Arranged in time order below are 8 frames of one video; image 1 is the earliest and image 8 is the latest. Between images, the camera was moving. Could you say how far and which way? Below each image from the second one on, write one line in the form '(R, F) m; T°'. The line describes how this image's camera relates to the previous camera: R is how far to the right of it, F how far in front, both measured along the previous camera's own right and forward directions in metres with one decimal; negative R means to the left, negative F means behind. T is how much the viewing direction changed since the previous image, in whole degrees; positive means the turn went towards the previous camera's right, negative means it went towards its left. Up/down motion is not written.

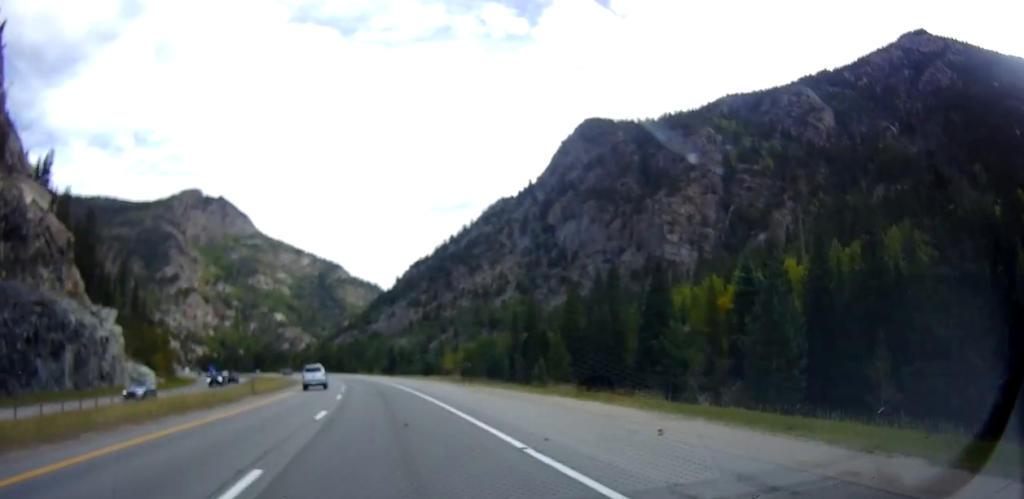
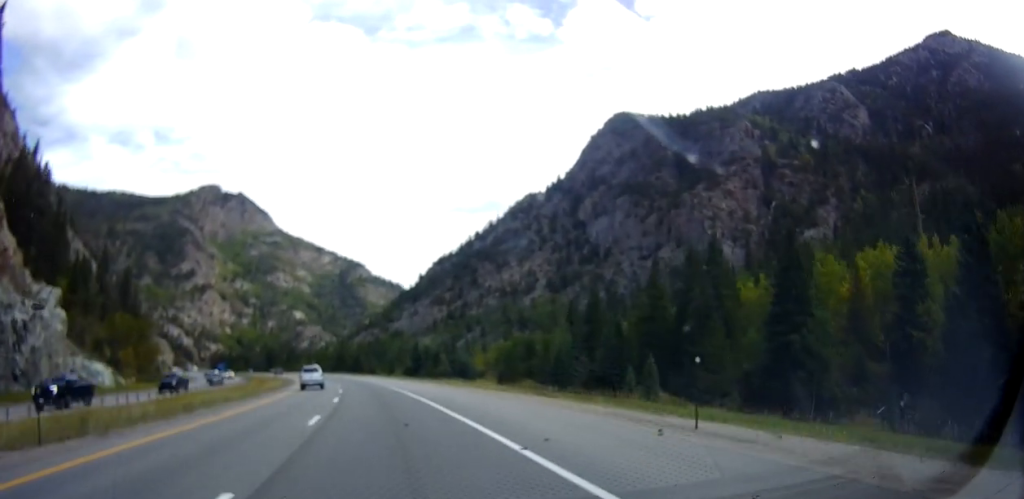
(-0.1, +23.8) m; -2°
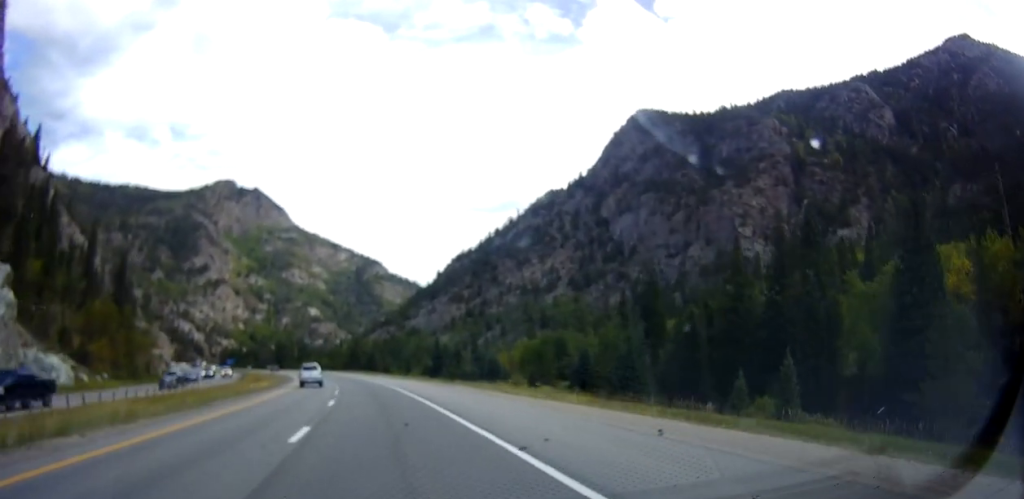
(-0.2, +14.7) m; -2°
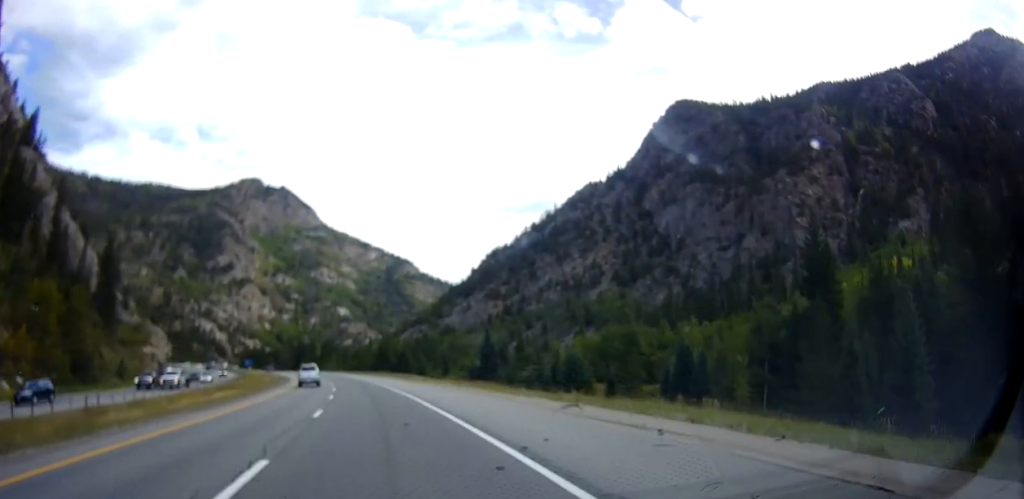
(-0.6, +27.0) m; -2°
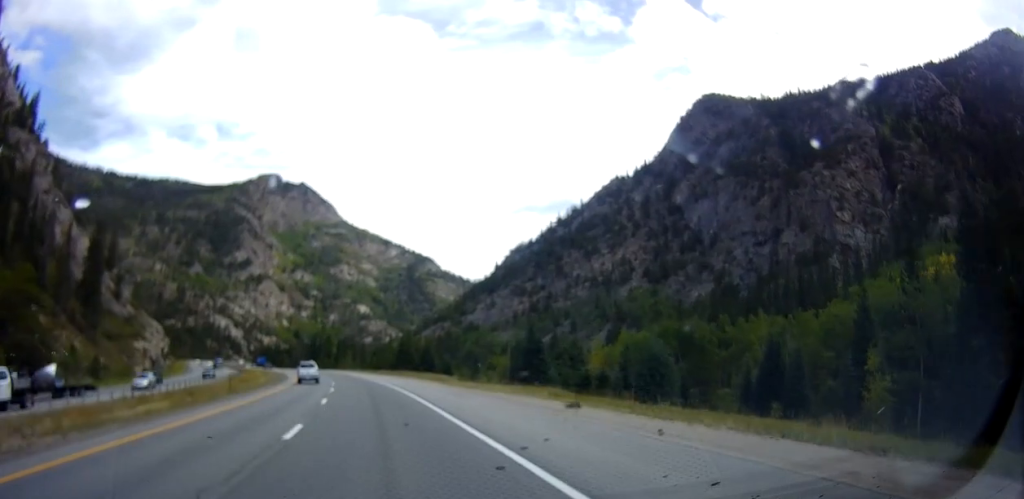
(+0.3, +16.4) m; -3°
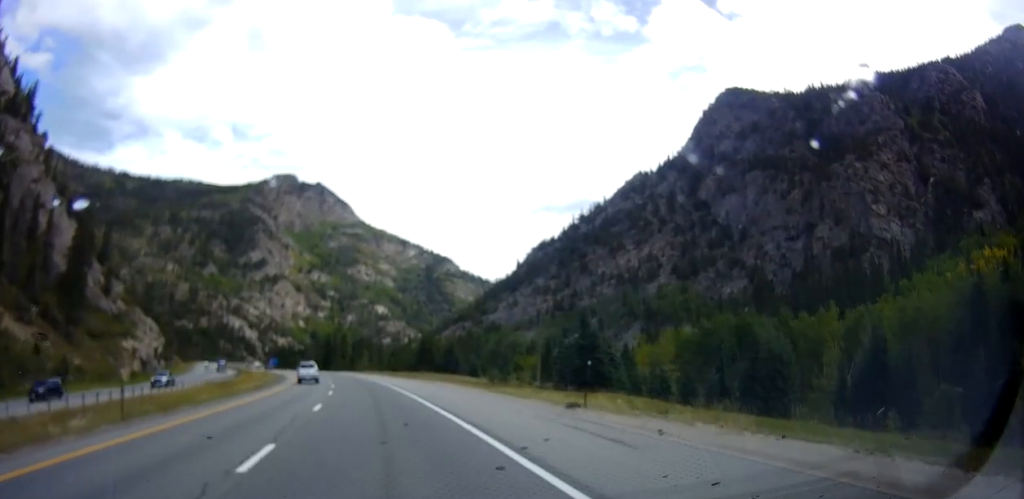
(-0.5, +14.6) m; -3°
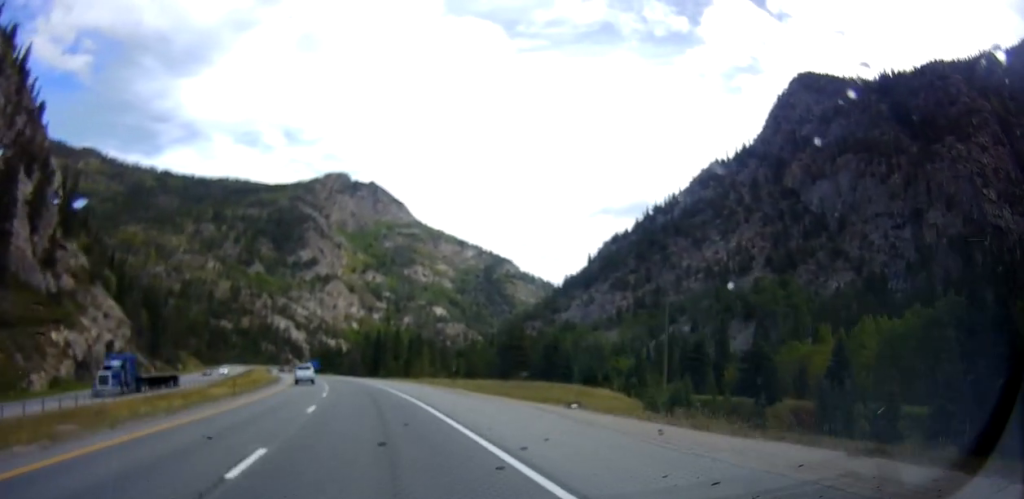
(-3.3, +45.1) m; -8°
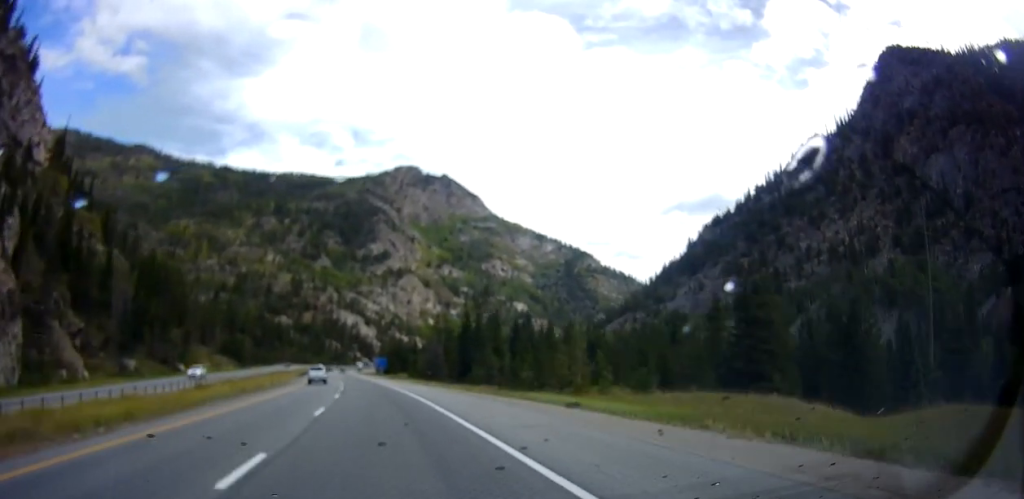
(-2.2, +53.4) m; -5°
